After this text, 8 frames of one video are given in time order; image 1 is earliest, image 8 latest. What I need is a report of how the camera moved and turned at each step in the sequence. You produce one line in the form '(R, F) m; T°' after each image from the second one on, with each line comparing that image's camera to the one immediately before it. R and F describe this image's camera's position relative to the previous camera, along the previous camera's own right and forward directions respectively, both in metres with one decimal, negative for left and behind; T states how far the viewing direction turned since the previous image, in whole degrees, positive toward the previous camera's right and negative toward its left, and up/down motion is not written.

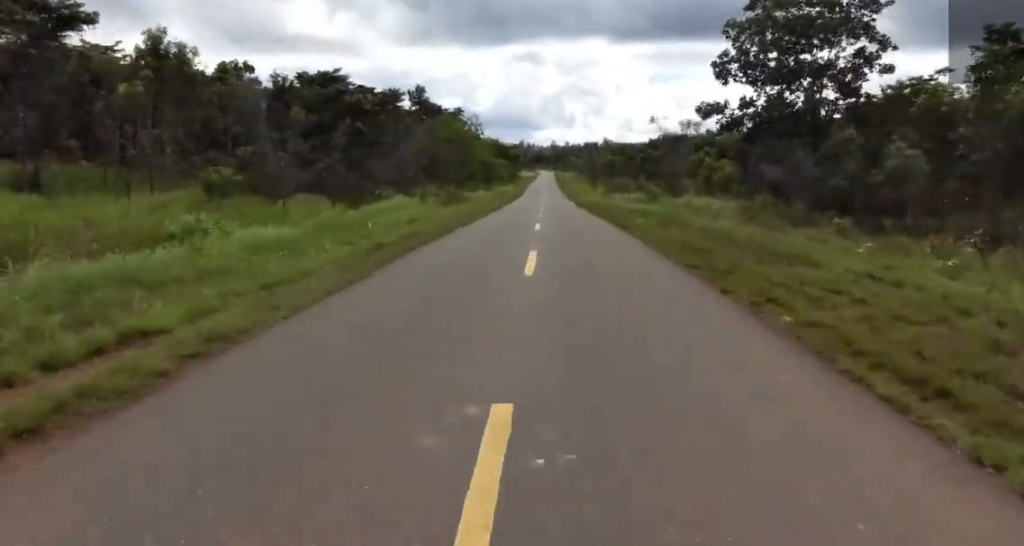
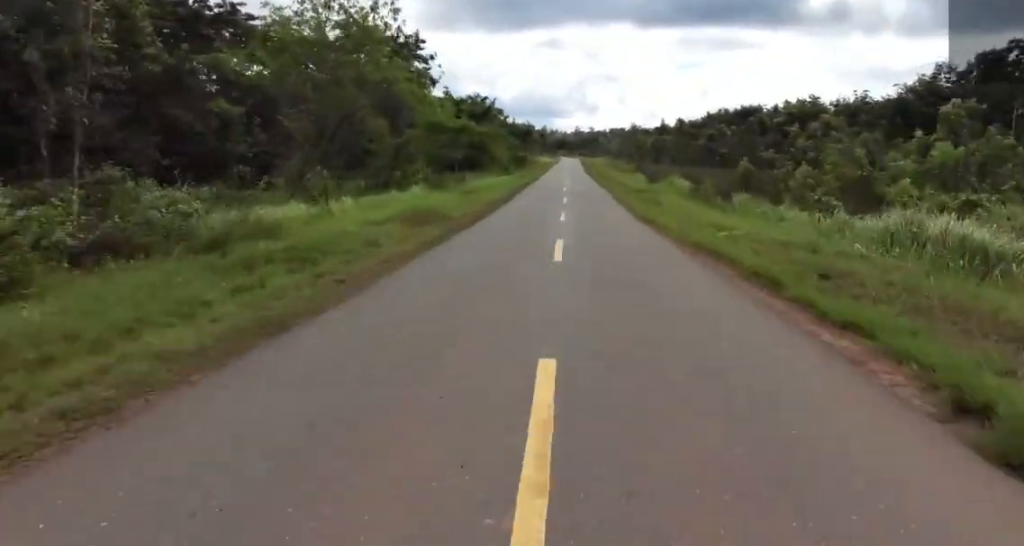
(0.0, +41.1) m; 0°
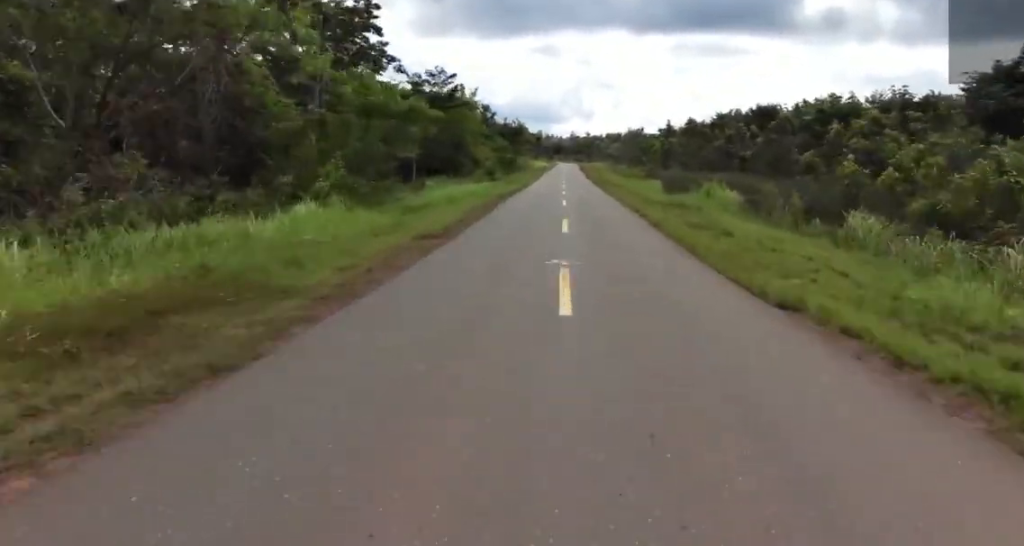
(0.0, +13.3) m; 0°
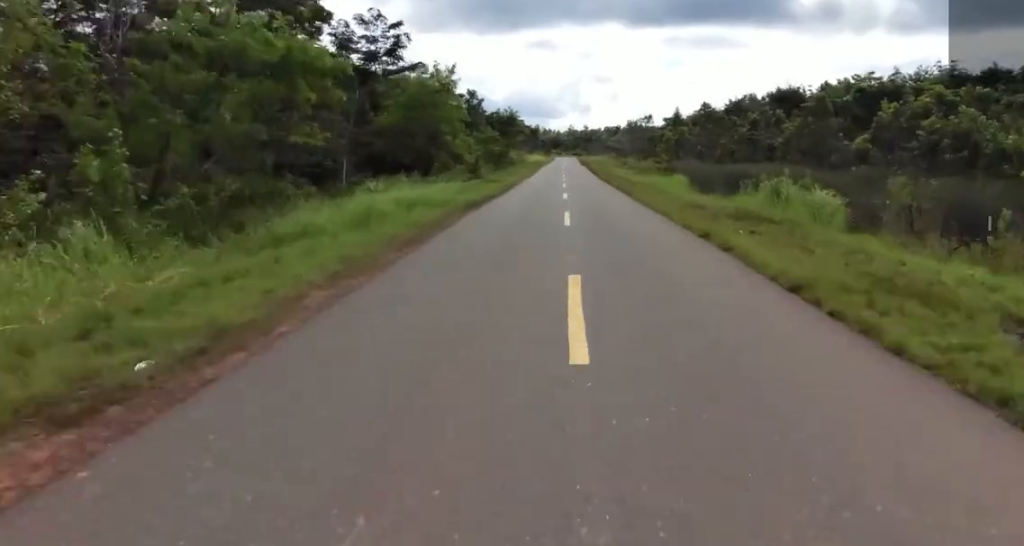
(0.0, +9.7) m; 0°
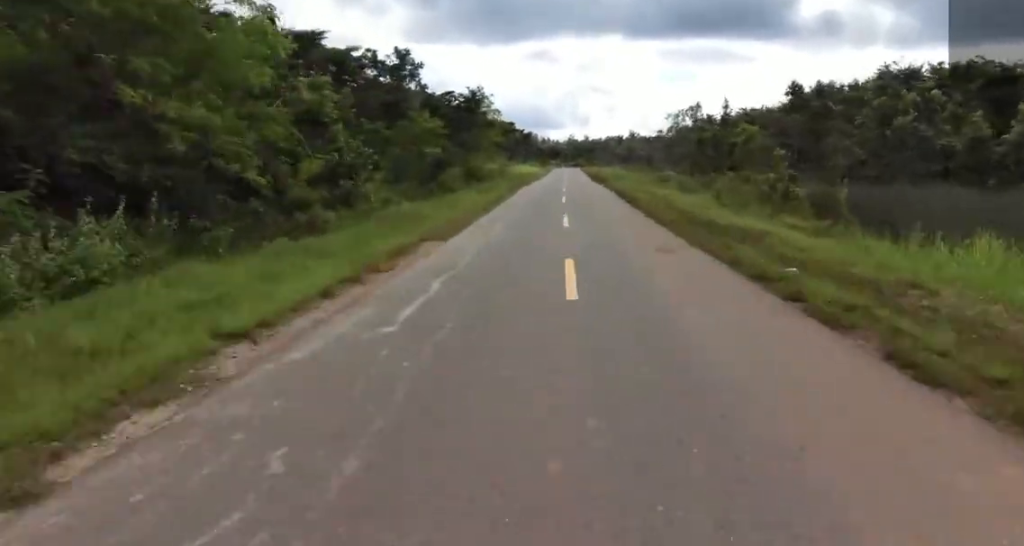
(+1.3, +31.4) m; +3°
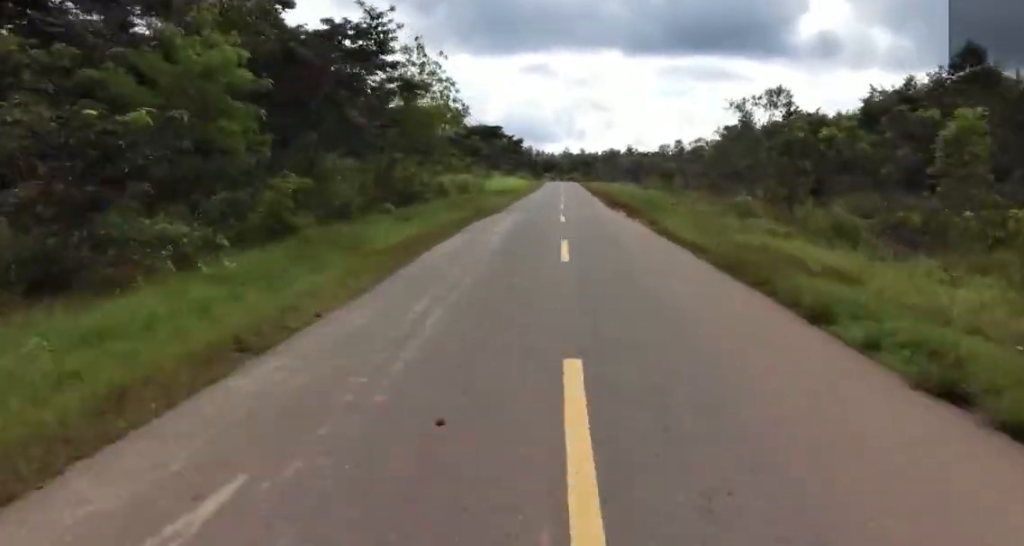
(0.0, +23.3) m; -2°
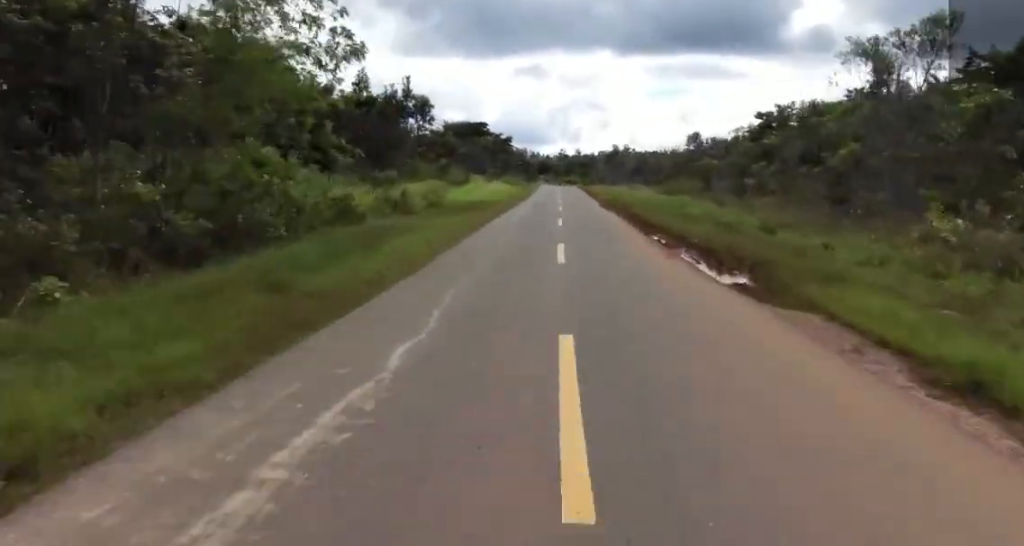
(-0.5, +15.6) m; -2°
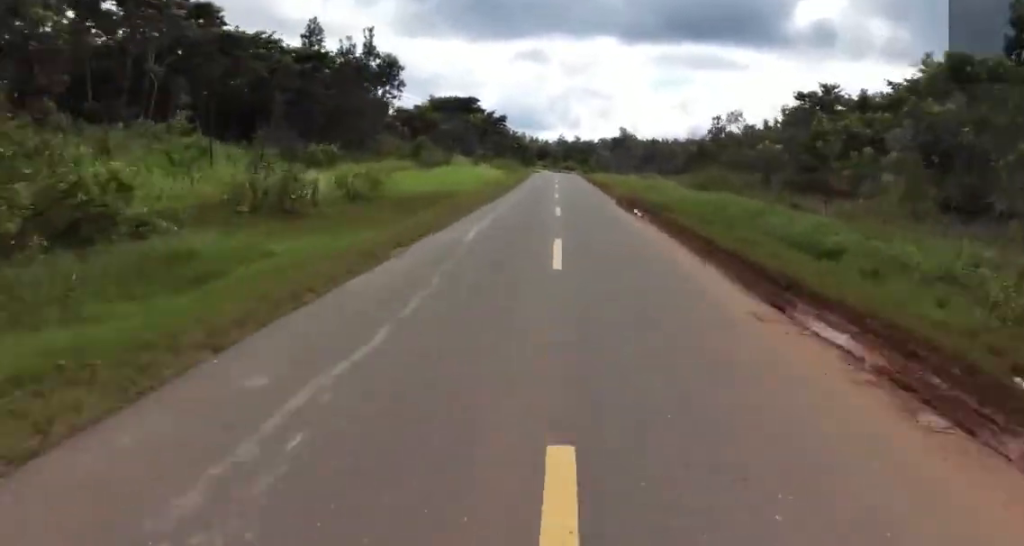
(0.0, +10.9) m; 0°
